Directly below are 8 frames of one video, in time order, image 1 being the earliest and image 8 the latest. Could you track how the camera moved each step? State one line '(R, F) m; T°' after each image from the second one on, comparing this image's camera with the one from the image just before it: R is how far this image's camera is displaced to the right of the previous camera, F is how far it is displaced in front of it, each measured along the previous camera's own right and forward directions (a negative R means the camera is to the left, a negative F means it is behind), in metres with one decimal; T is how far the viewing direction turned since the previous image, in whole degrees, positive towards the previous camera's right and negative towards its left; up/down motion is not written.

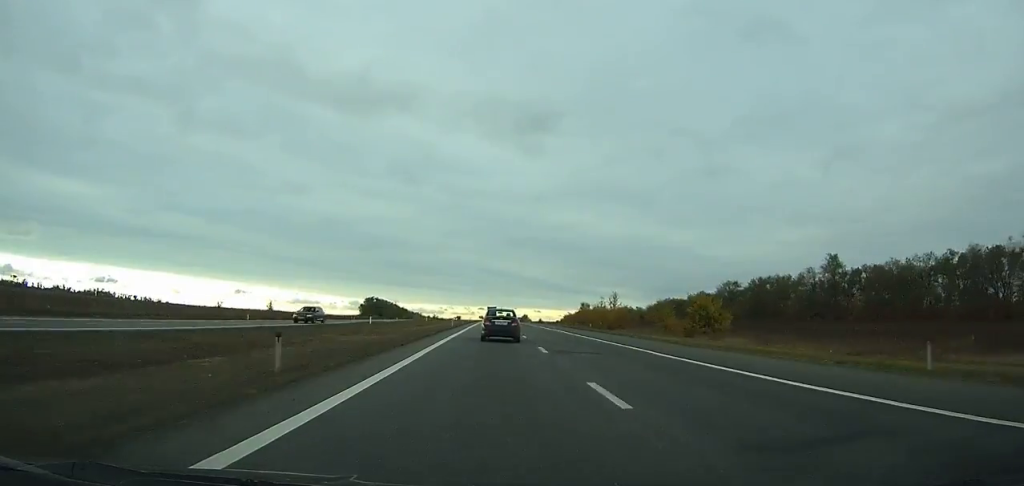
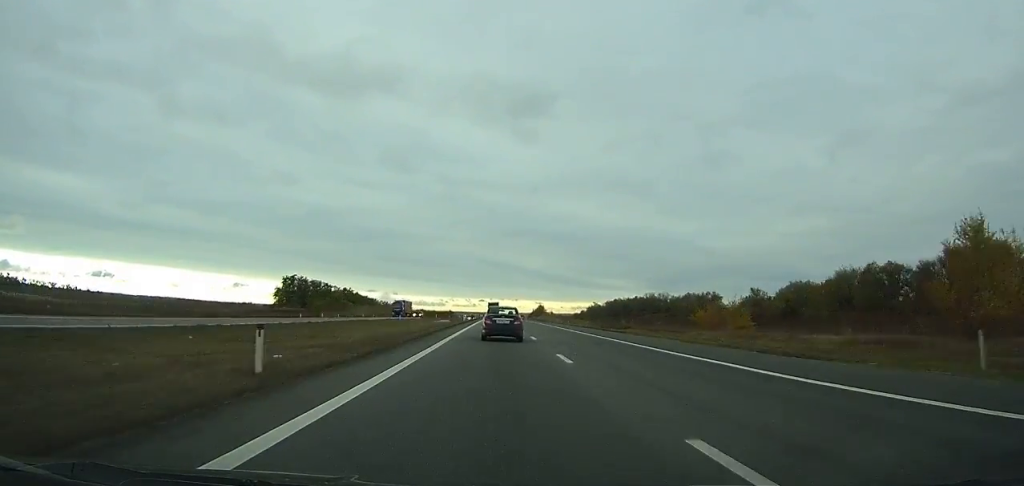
(-0.3, +147.9) m; 0°
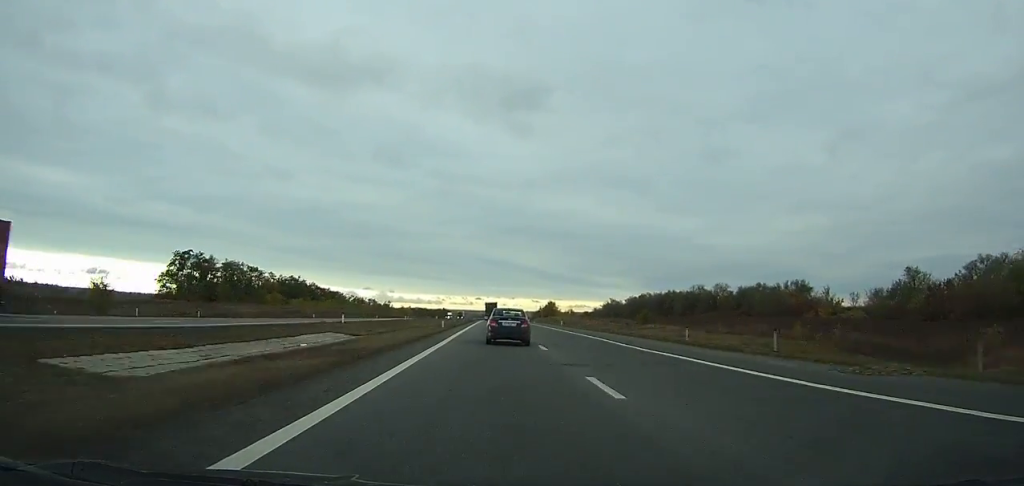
(-0.2, +77.8) m; 0°
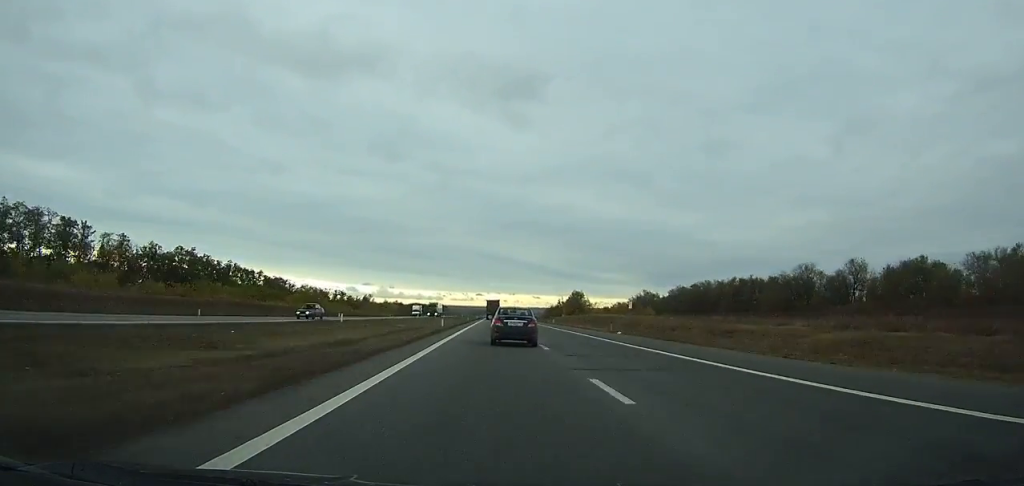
(+0.1, +83.5) m; 0°
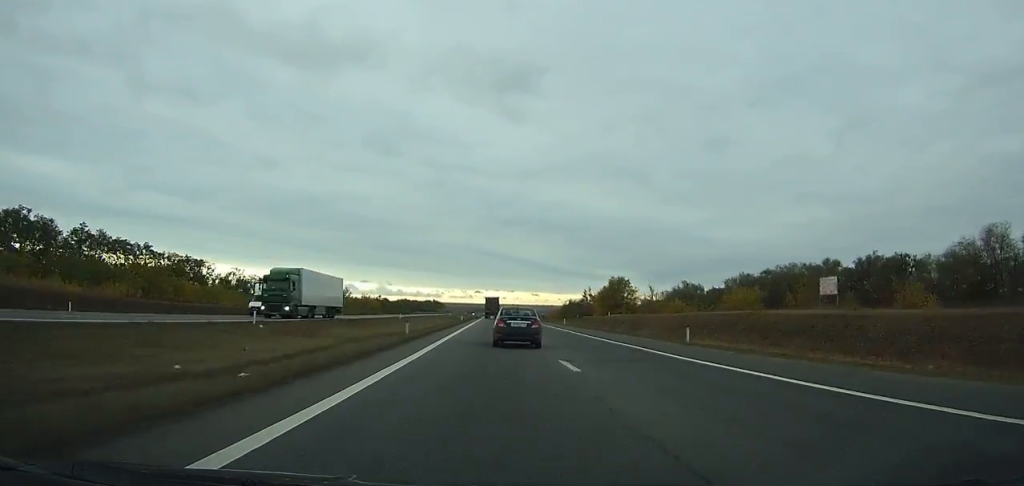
(+0.1, +70.9) m; 0°
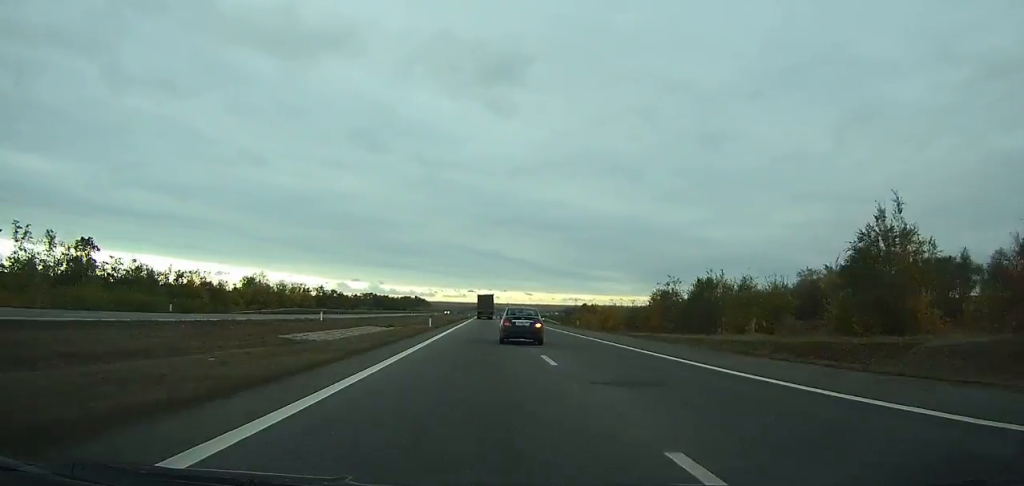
(+0.5, +137.6) m; 0°
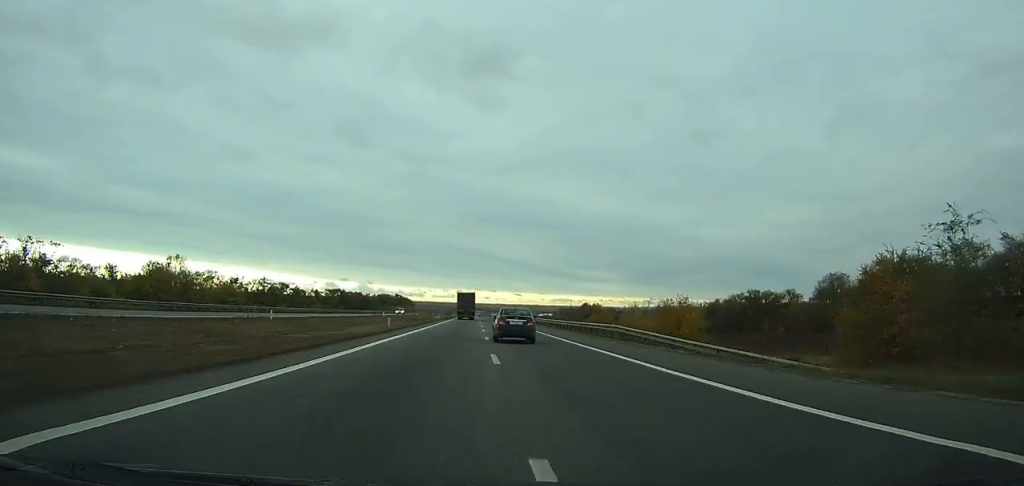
(+0.2, +62.1) m; 0°
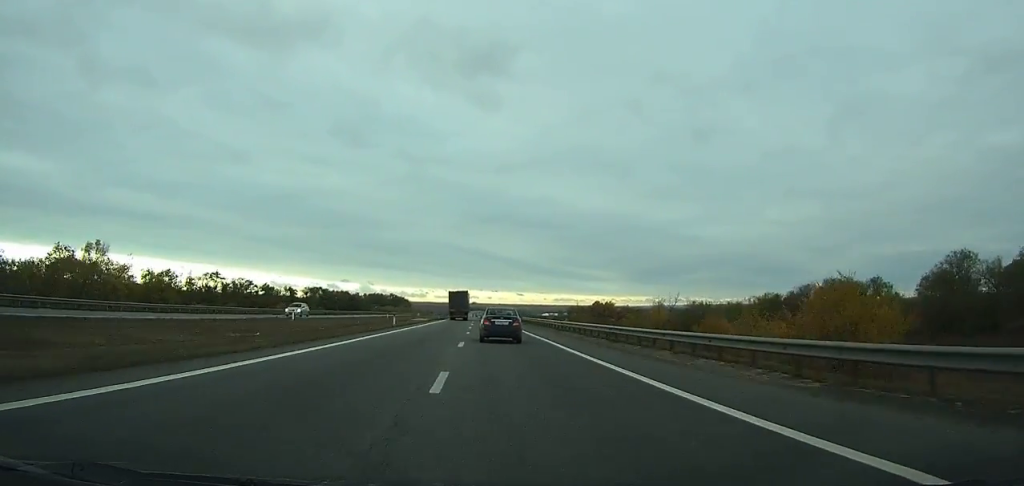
(0.0, +39.6) m; 0°
